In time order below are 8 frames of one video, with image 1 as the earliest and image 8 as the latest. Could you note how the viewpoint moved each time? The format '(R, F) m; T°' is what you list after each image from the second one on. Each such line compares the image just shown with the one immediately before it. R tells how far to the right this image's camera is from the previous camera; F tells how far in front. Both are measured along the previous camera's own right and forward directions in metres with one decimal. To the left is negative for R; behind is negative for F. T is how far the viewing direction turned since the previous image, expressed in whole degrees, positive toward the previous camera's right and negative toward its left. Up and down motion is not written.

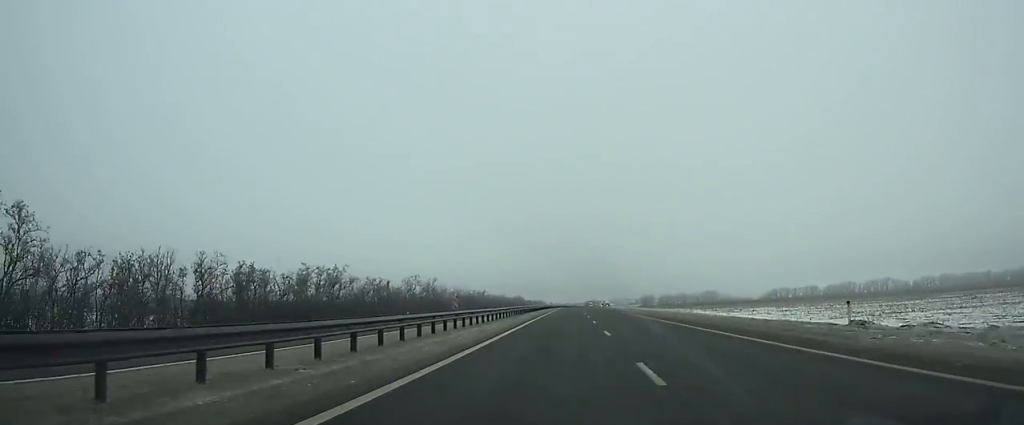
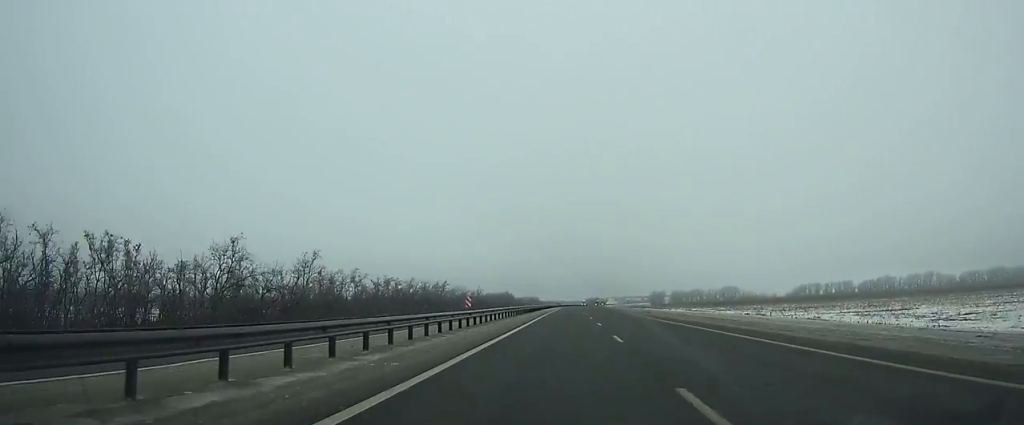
(-0.2, +76.3) m; 0°
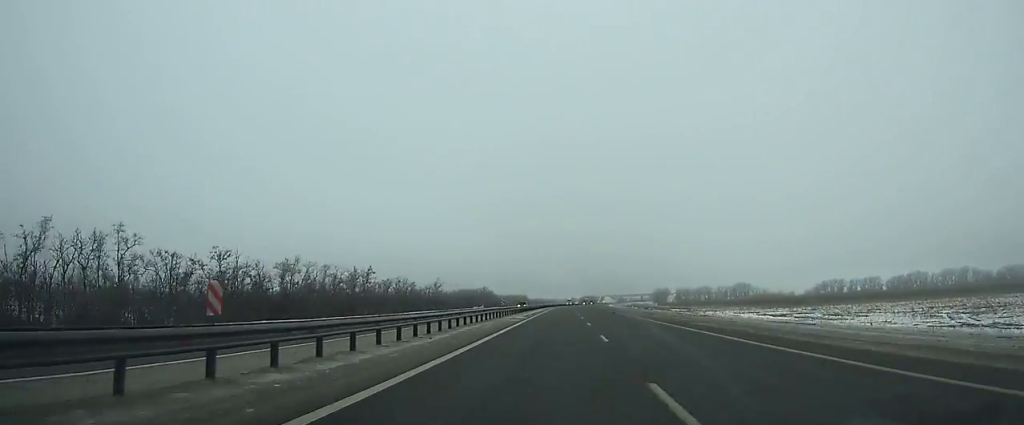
(+0.3, +60.4) m; +1°
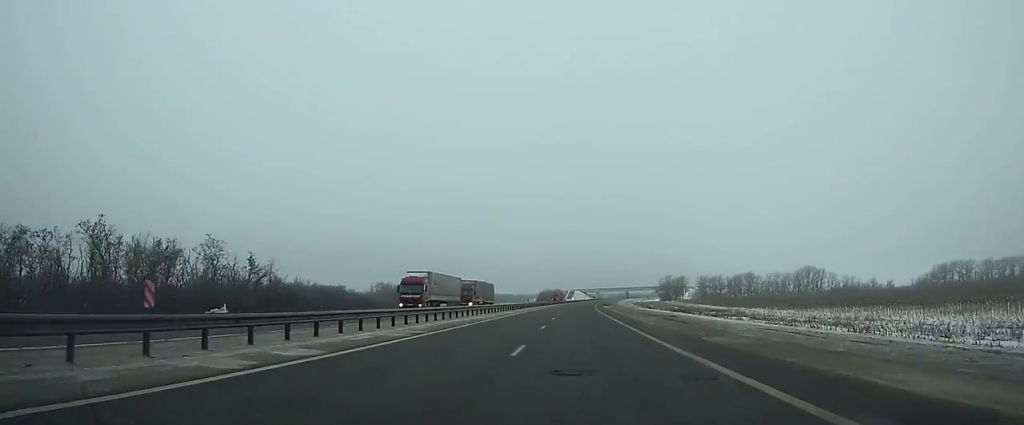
(+5.0, +199.8) m; +4°
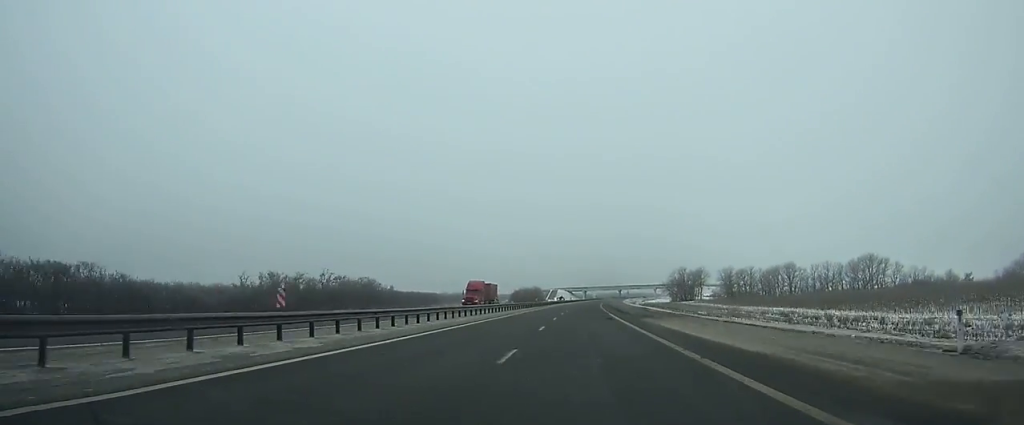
(+1.4, +74.5) m; +2°
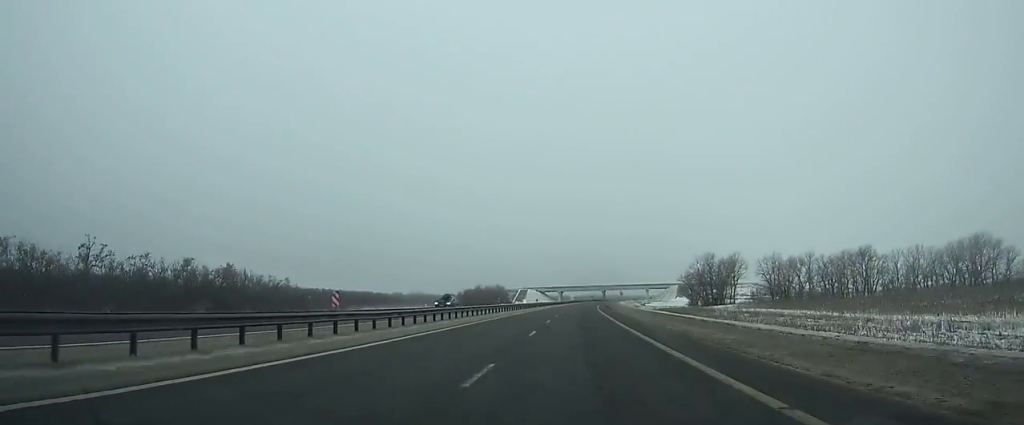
(+1.4, +74.4) m; +2°
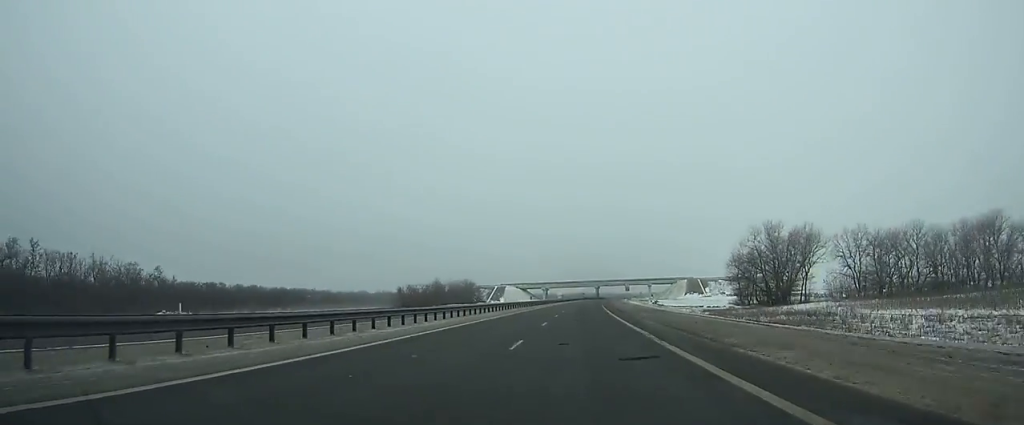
(+0.3, +53.4) m; +1°
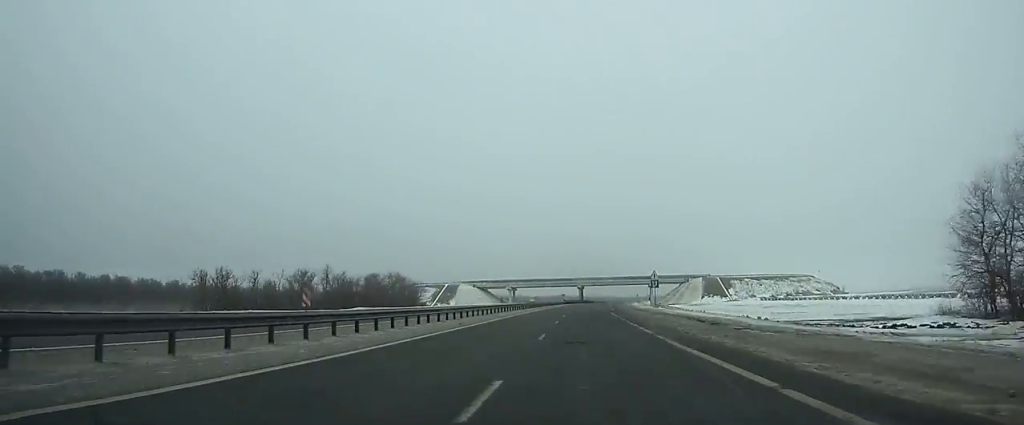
(+1.2, +67.1) m; +2°
